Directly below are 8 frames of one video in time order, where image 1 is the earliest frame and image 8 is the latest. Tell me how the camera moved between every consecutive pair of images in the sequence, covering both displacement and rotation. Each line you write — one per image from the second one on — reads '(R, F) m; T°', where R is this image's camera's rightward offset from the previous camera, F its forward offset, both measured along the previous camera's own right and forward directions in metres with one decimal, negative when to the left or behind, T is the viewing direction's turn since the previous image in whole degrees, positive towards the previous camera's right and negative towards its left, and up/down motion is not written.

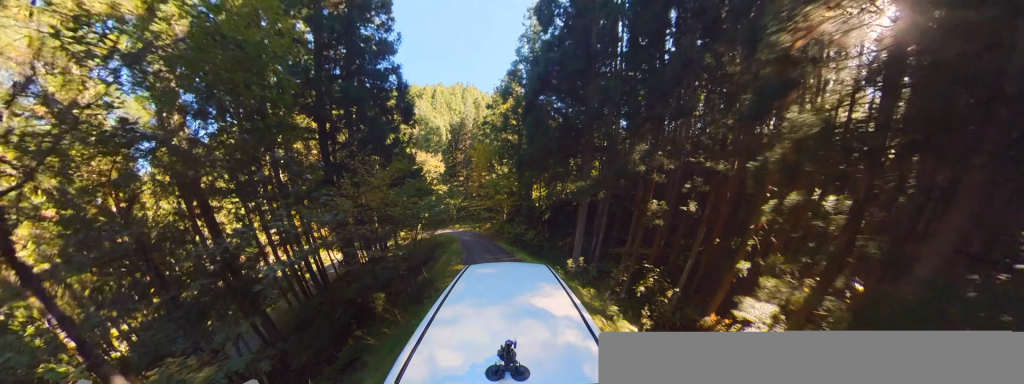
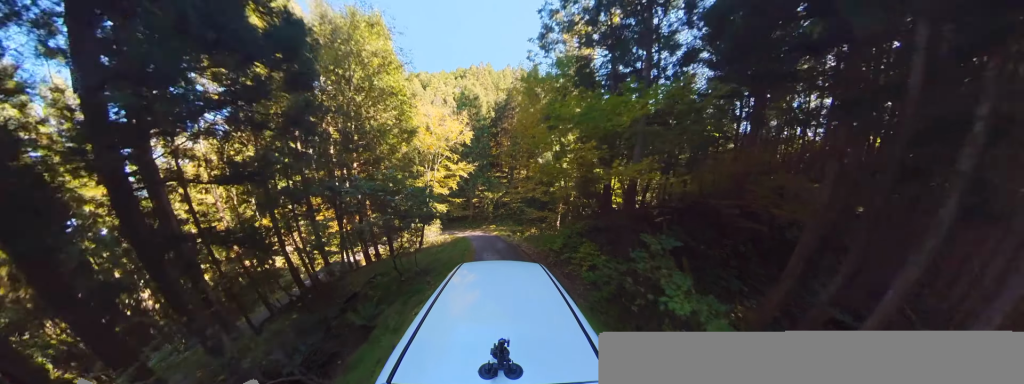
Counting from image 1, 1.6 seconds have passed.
(-0.1, +11.4) m; -5°
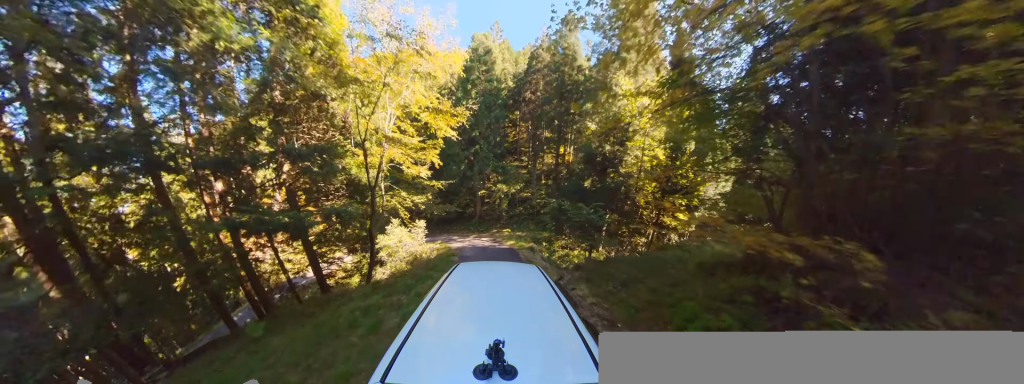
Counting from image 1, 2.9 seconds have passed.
(-1.2, +8.2) m; -17°
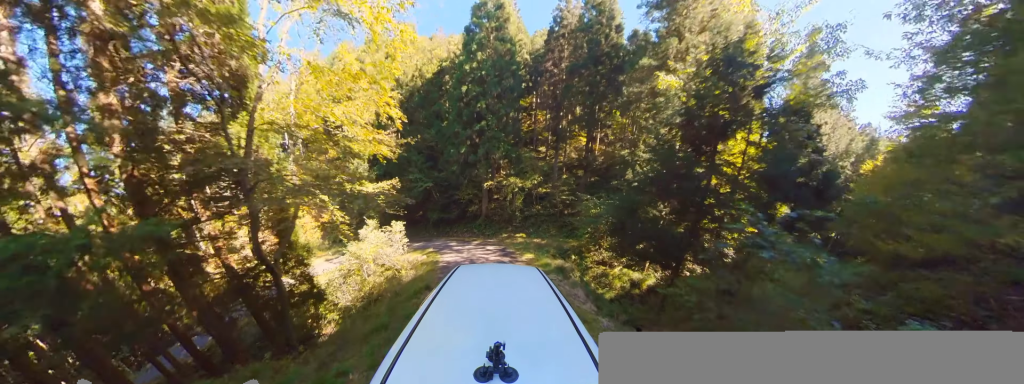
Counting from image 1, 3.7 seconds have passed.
(-0.4, +4.4) m; -13°
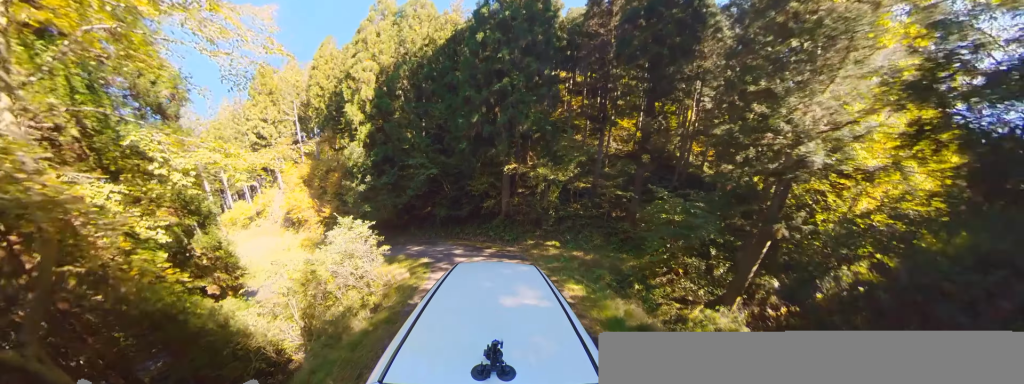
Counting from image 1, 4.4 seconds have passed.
(-0.1, +4.0) m; -18°
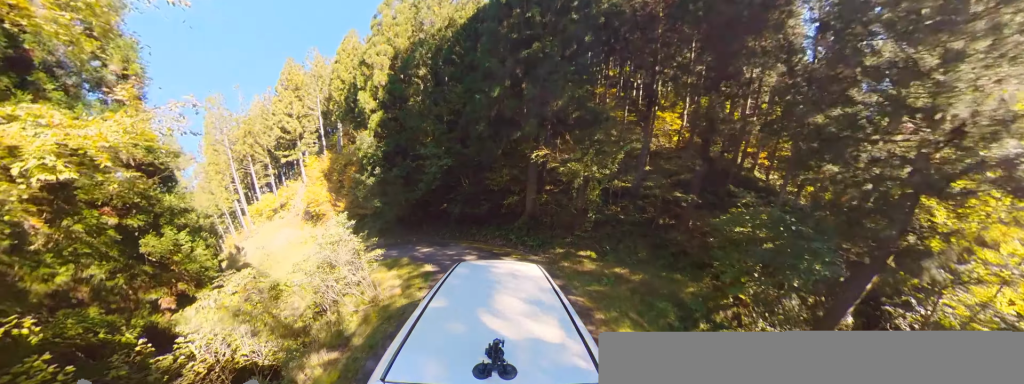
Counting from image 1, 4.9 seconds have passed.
(-0.4, +2.4) m; -20°
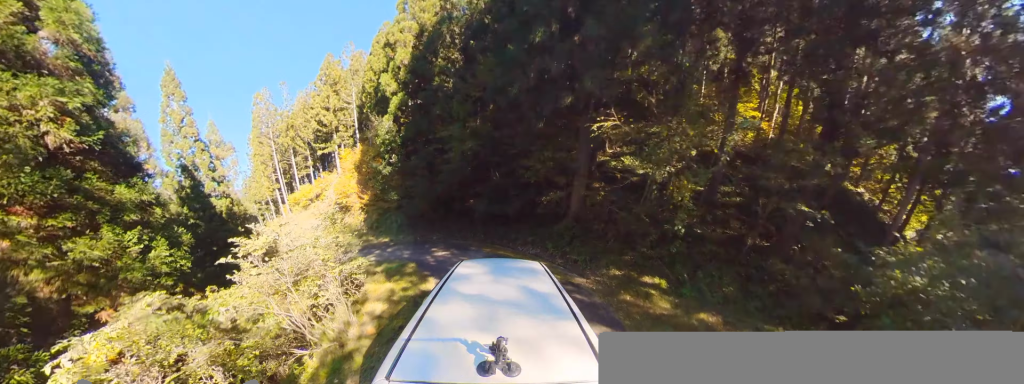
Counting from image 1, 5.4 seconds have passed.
(+0.1, +2.7) m; -22°
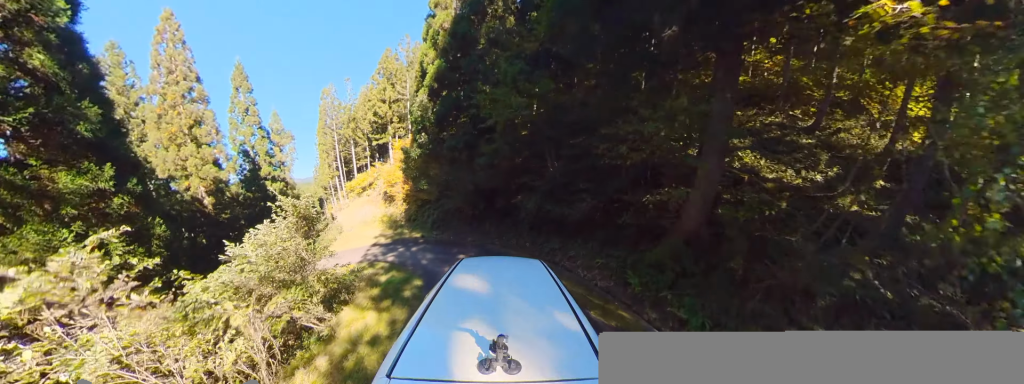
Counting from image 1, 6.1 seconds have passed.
(-1.8, +4.0) m; -28°
